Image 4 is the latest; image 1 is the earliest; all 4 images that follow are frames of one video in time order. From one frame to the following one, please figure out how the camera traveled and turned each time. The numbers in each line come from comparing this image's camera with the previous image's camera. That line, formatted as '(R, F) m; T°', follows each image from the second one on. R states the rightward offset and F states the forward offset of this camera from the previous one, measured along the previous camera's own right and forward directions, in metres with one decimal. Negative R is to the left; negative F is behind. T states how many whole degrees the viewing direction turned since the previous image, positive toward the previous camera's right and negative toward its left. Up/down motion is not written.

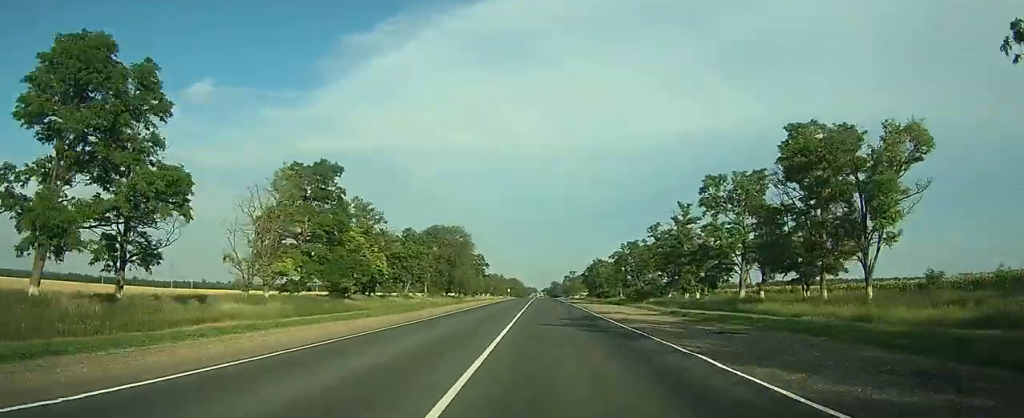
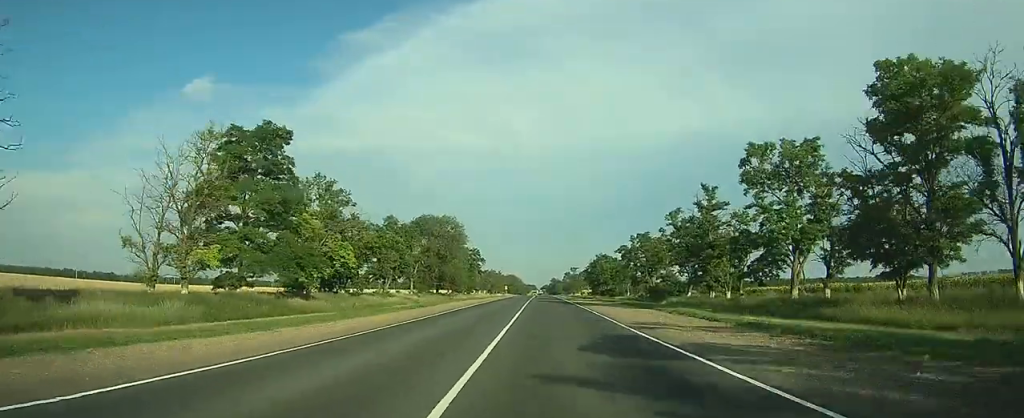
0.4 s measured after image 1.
(0.0, +12.9) m; 0°
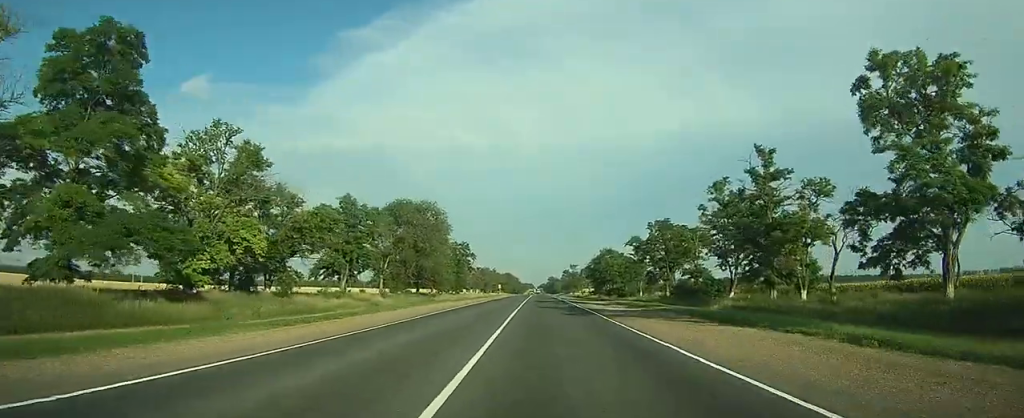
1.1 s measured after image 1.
(0.0, +21.8) m; 0°
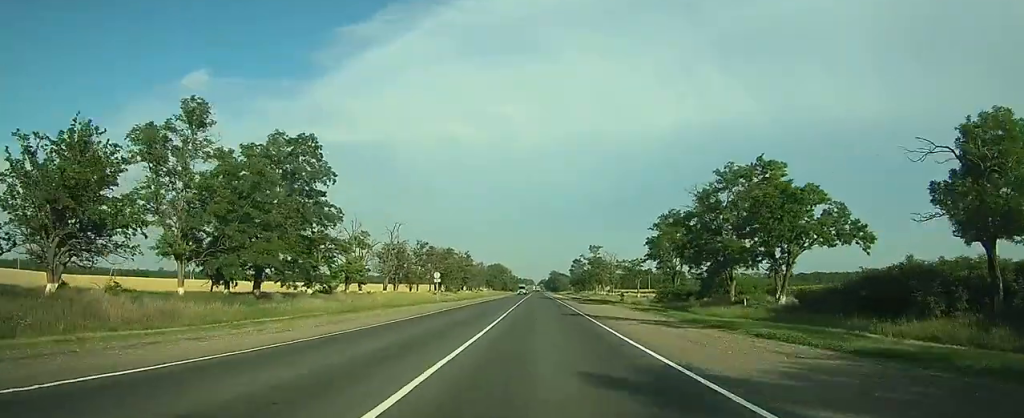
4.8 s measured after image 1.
(+1.1, +112.9) m; +1°
